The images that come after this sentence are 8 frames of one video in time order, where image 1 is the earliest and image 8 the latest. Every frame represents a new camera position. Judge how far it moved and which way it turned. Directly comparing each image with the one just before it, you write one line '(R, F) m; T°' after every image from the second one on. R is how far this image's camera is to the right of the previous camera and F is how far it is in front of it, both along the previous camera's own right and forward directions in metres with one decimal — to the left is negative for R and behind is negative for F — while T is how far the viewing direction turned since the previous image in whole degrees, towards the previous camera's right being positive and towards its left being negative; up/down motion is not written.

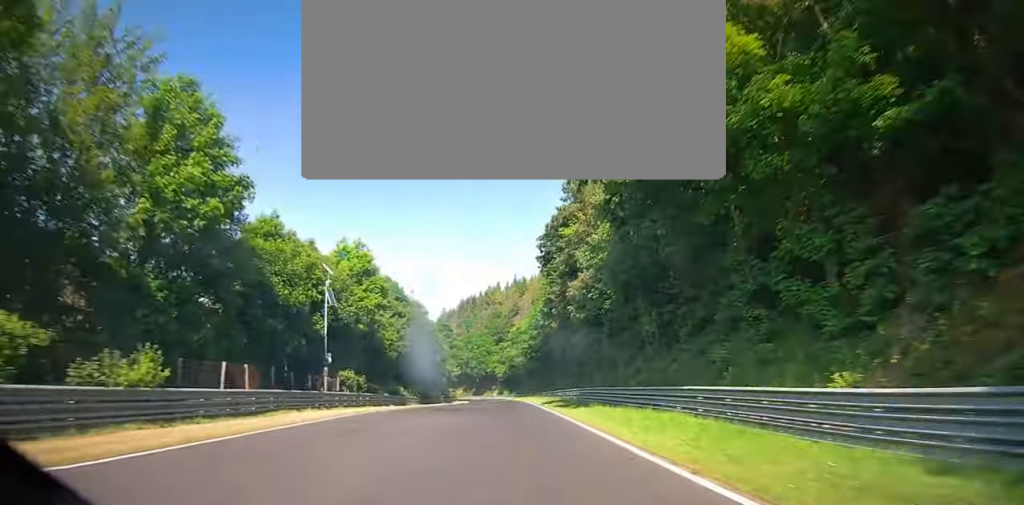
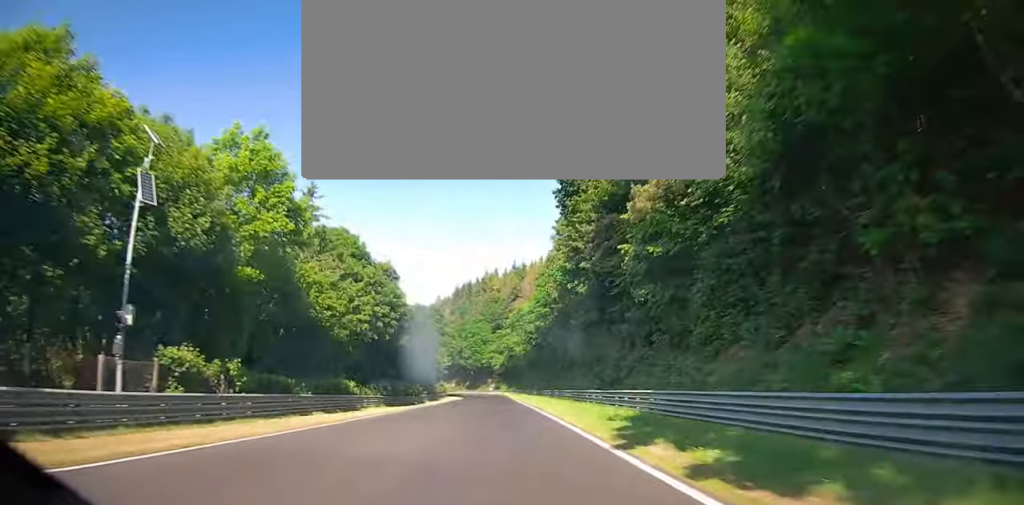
(0.0, +19.9) m; 0°
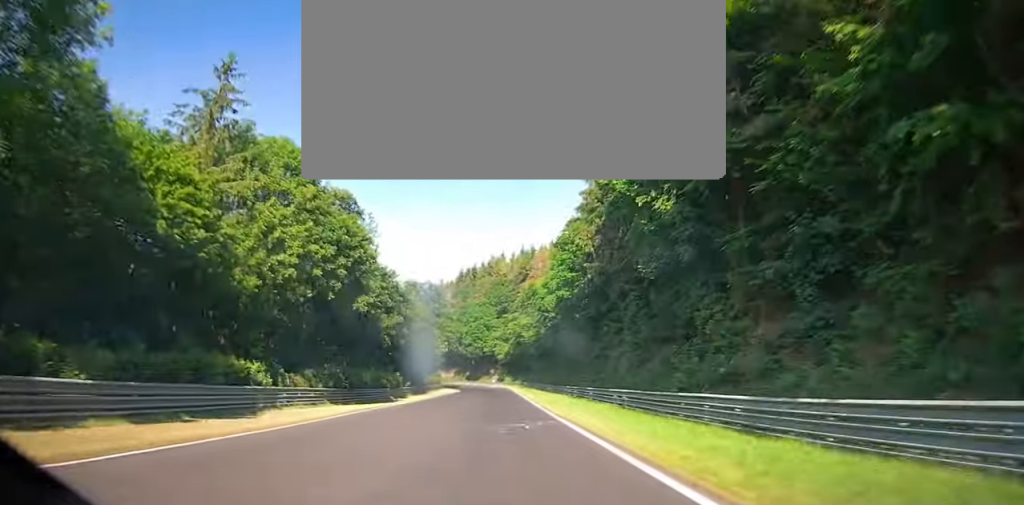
(0.0, +17.6) m; 0°
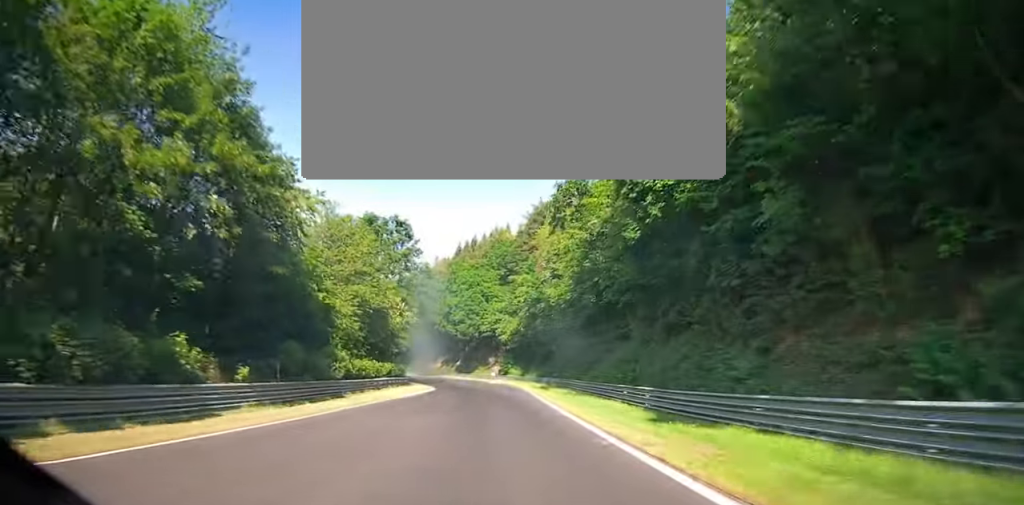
(+0.1, +39.9) m; -2°
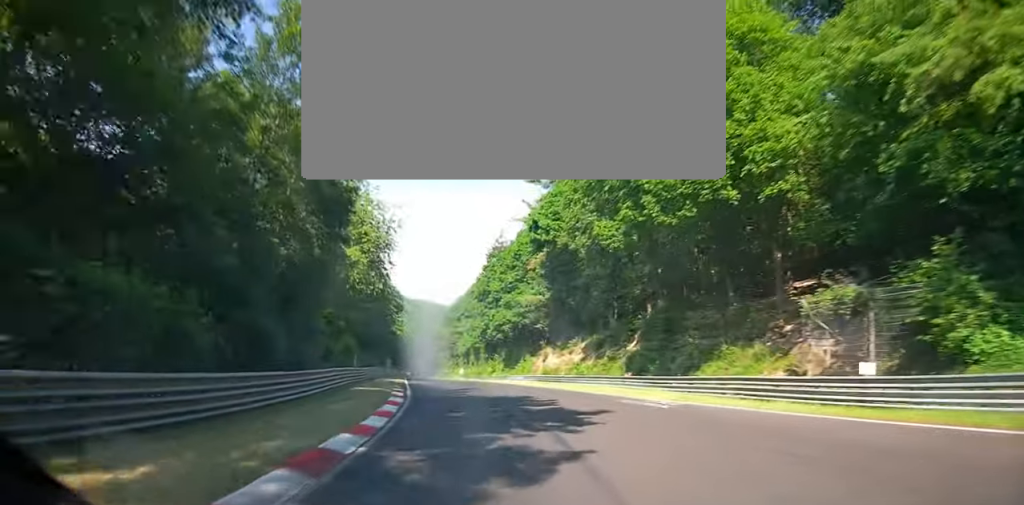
(-7.3, +72.3) m; -14°
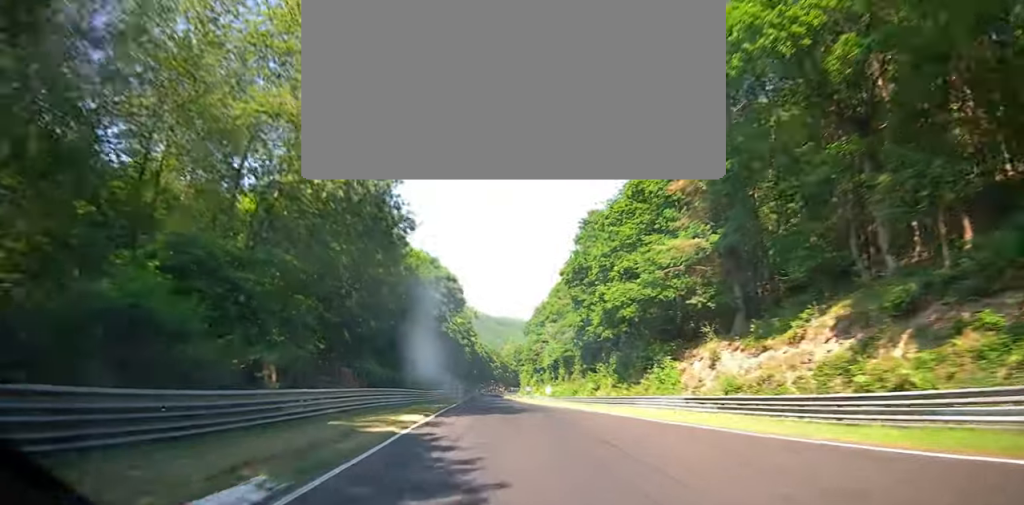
(-1.9, +28.7) m; -5°
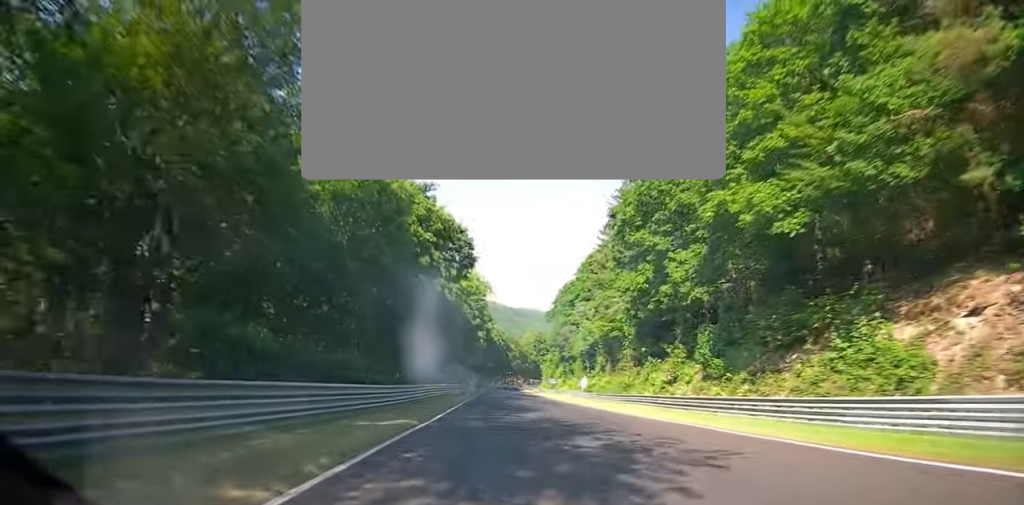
(-0.6, +19.7) m; -3°
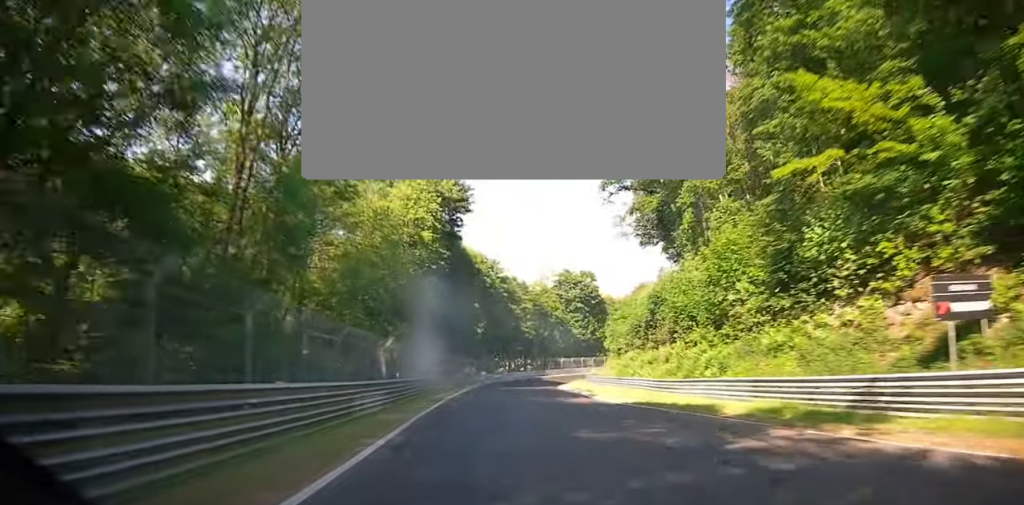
(-3.9, +98.7) m; -2°
